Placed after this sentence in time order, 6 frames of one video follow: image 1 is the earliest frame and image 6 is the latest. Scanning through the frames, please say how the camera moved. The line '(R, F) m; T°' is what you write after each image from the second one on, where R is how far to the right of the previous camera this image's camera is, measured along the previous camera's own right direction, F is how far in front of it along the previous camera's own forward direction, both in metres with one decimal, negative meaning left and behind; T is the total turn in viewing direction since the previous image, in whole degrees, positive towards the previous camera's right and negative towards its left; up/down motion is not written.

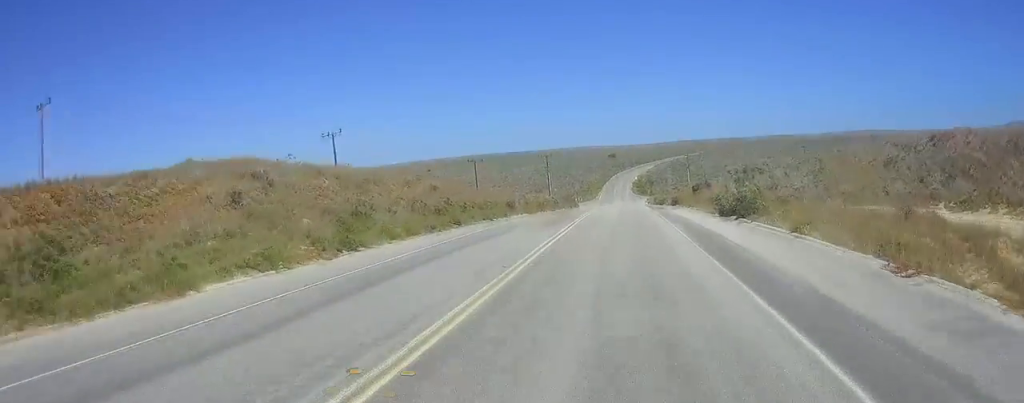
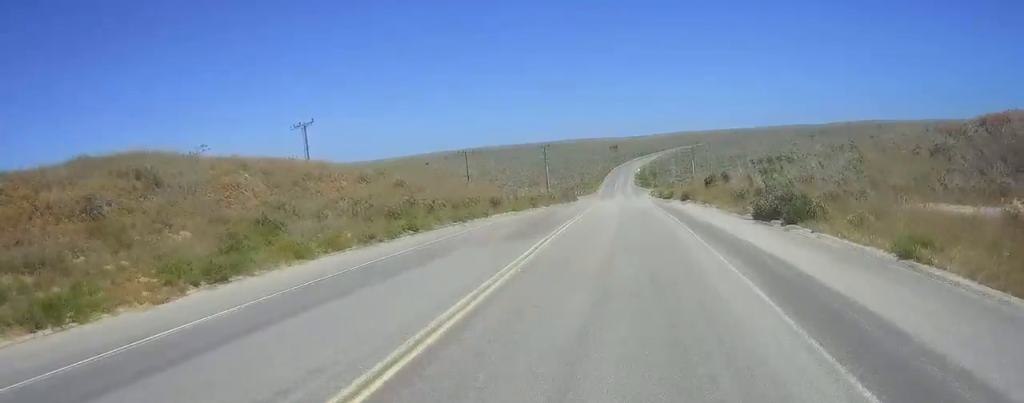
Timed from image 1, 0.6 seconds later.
(+0.2, +9.0) m; +1°
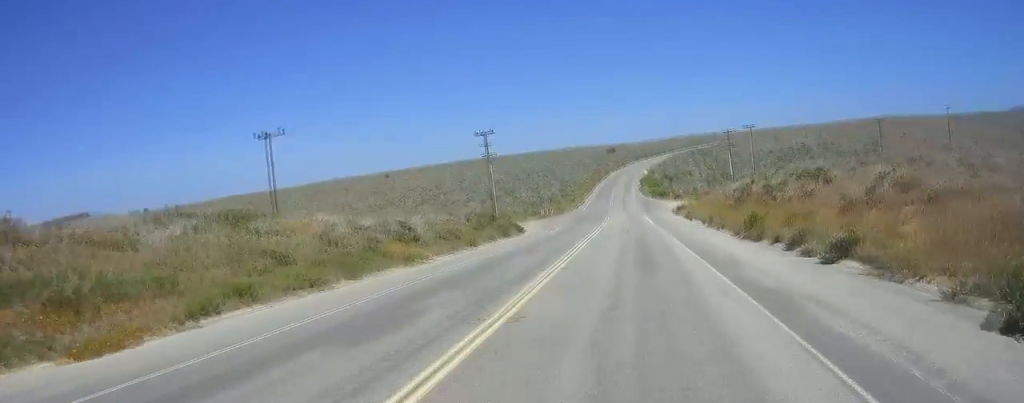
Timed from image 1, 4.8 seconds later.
(+0.5, +69.5) m; +1°
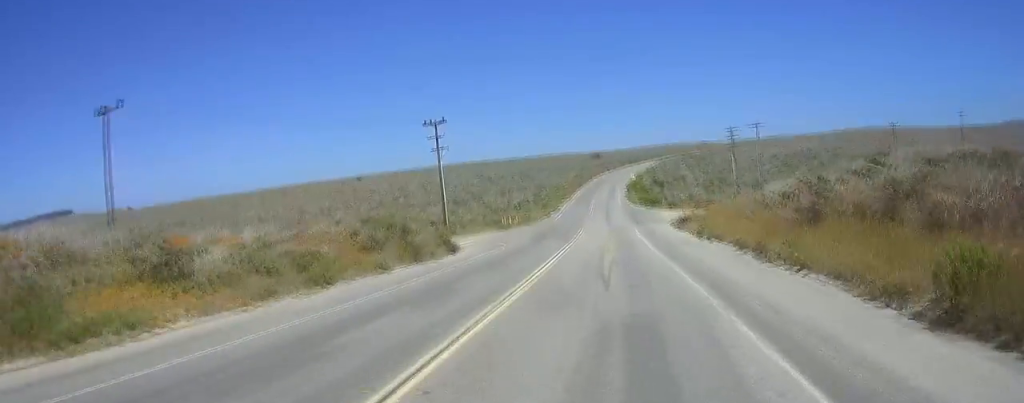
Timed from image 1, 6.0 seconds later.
(+0.2, +19.0) m; +1°
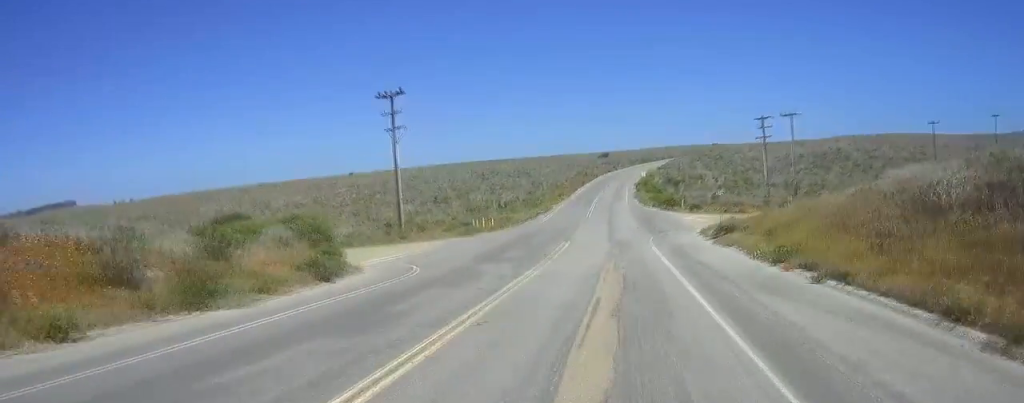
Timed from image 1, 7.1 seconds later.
(0.0, +18.3) m; 0°
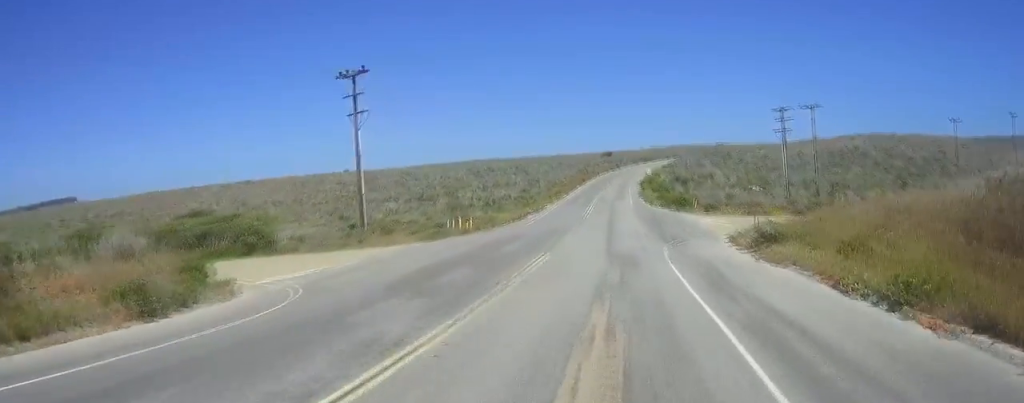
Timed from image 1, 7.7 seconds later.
(0.0, +9.6) m; 0°
